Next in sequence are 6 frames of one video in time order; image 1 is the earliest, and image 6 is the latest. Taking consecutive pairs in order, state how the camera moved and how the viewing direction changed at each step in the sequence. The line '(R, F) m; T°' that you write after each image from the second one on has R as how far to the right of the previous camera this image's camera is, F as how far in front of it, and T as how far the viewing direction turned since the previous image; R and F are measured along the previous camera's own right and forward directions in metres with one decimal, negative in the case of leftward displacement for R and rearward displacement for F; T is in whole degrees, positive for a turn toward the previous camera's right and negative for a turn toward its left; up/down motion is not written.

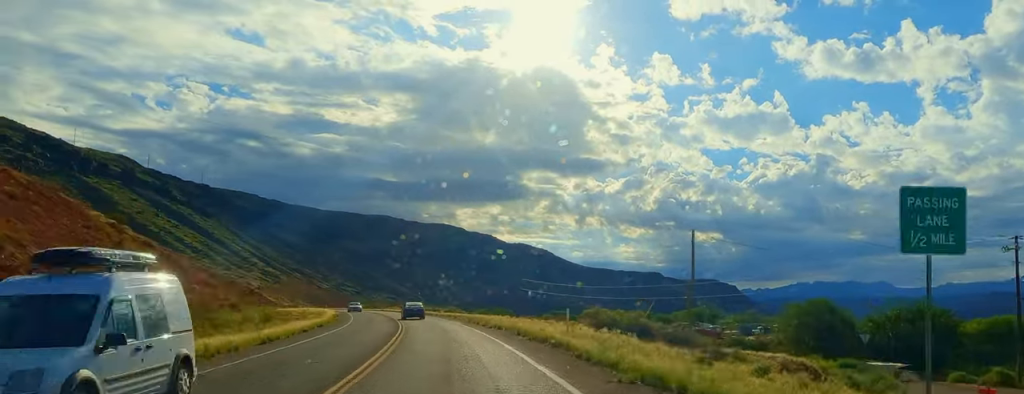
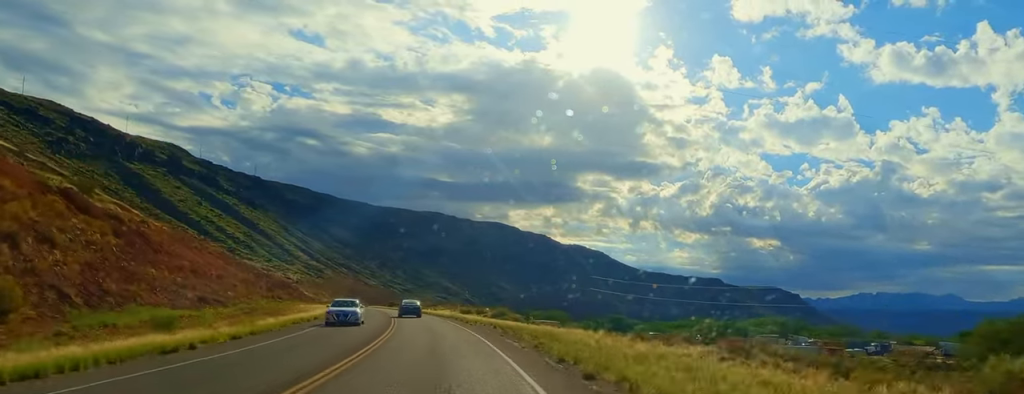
(-0.8, +31.2) m; -4°
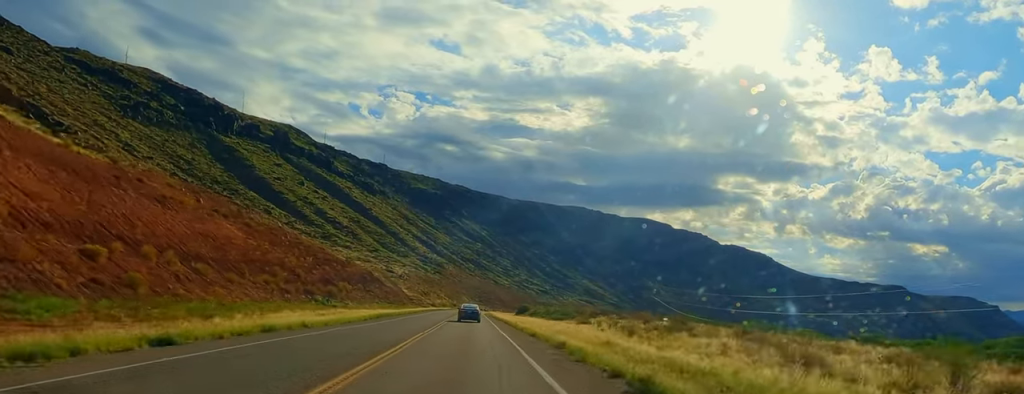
(-10.3, +96.6) m; -9°
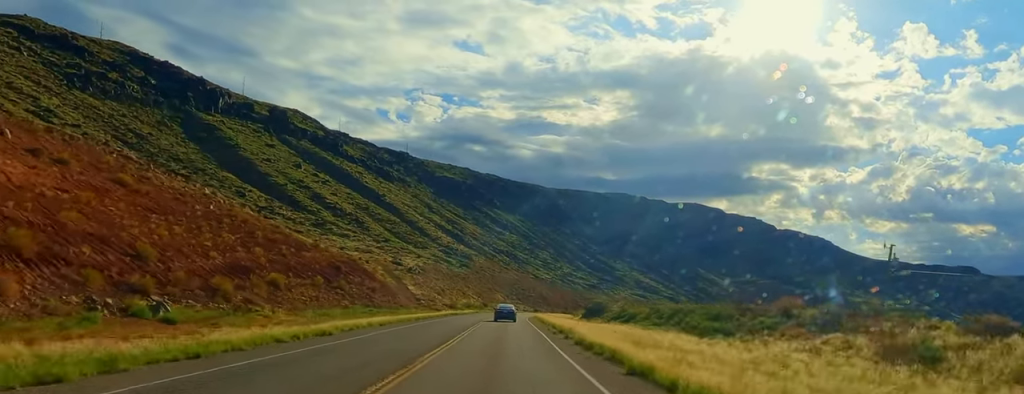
(-0.1, +64.9) m; 0°
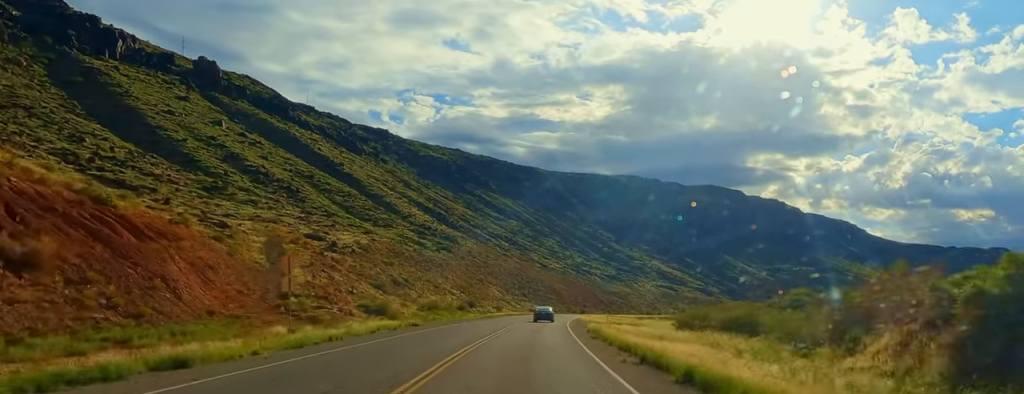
(+1.1, +78.9) m; +3°
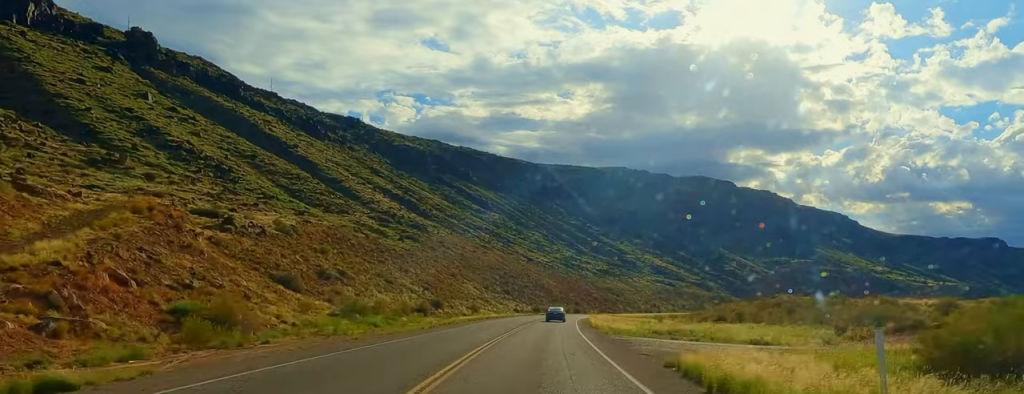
(+0.4, +32.0) m; +3°
